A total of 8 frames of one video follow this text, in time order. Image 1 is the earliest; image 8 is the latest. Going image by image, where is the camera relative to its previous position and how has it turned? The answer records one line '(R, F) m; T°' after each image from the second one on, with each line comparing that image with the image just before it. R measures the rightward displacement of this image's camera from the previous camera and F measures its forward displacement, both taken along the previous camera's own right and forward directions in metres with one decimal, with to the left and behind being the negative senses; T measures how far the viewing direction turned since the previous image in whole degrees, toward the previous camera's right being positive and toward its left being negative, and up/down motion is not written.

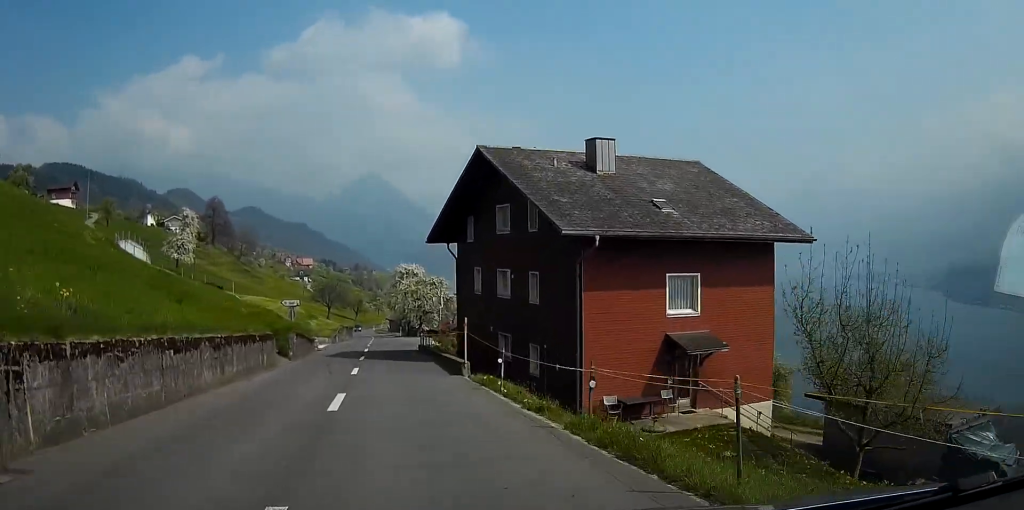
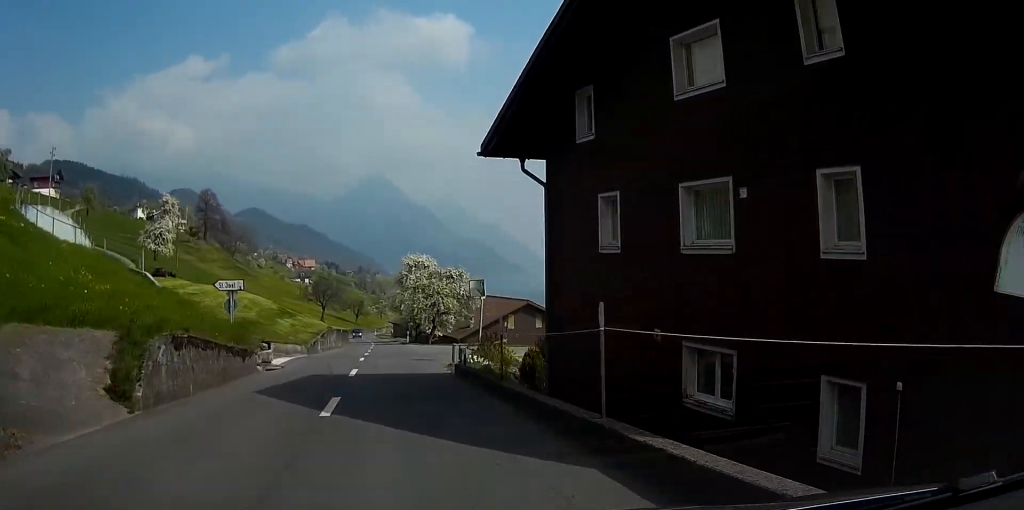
(-0.2, +18.7) m; -1°
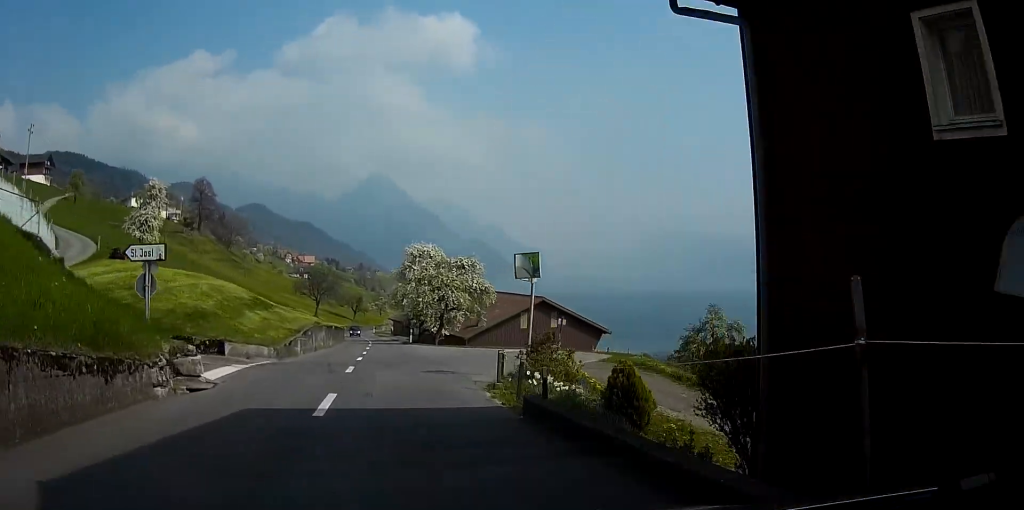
(-0.1, +9.6) m; 0°
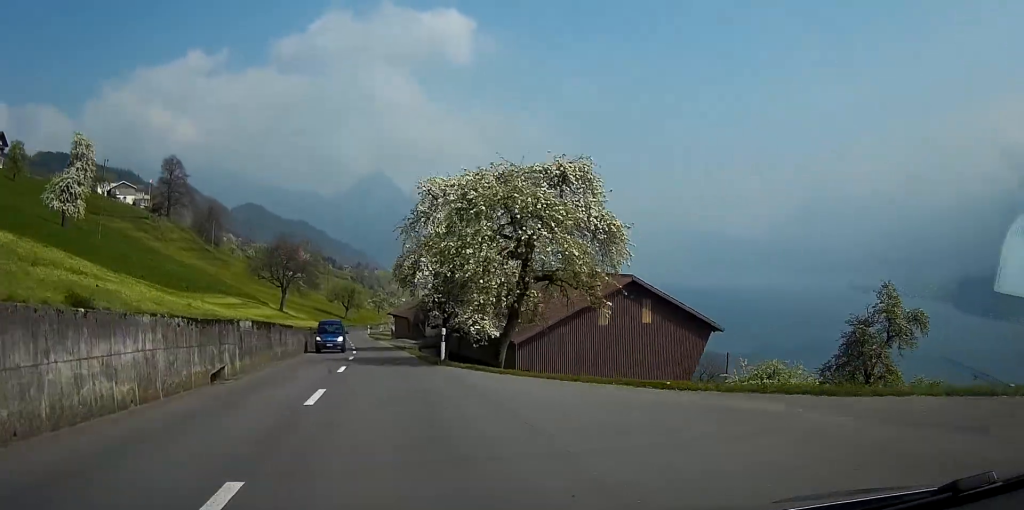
(+0.6, +34.5) m; +2°
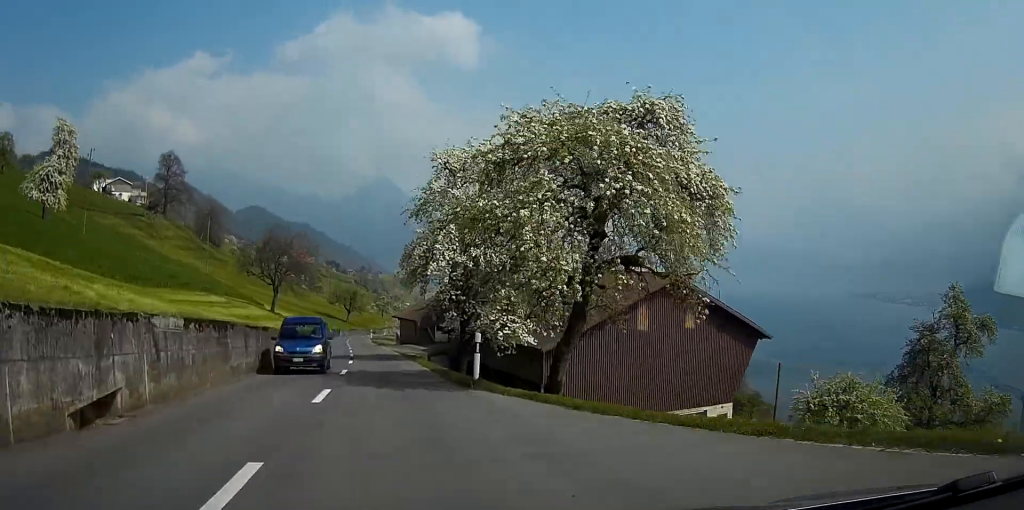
(0.0, +8.0) m; 0°
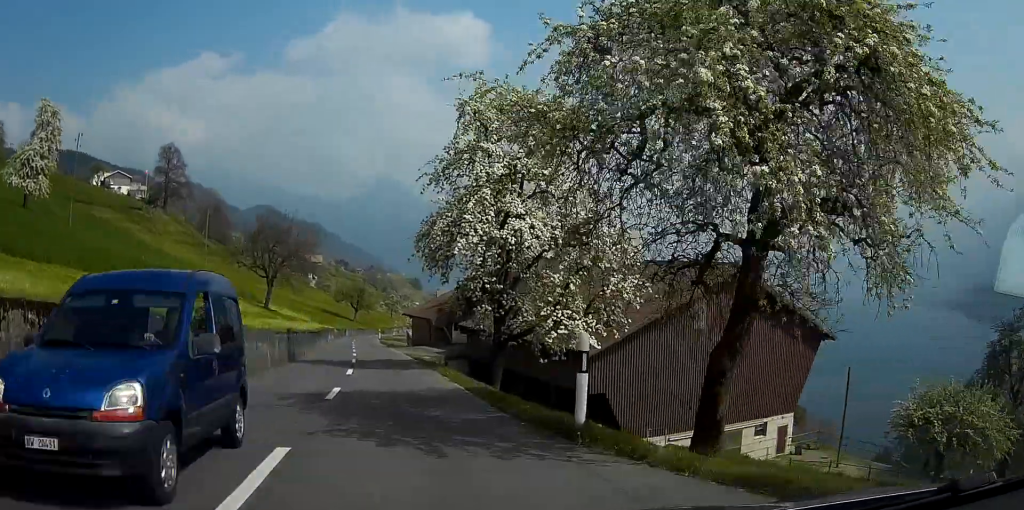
(-0.1, +7.9) m; -1°
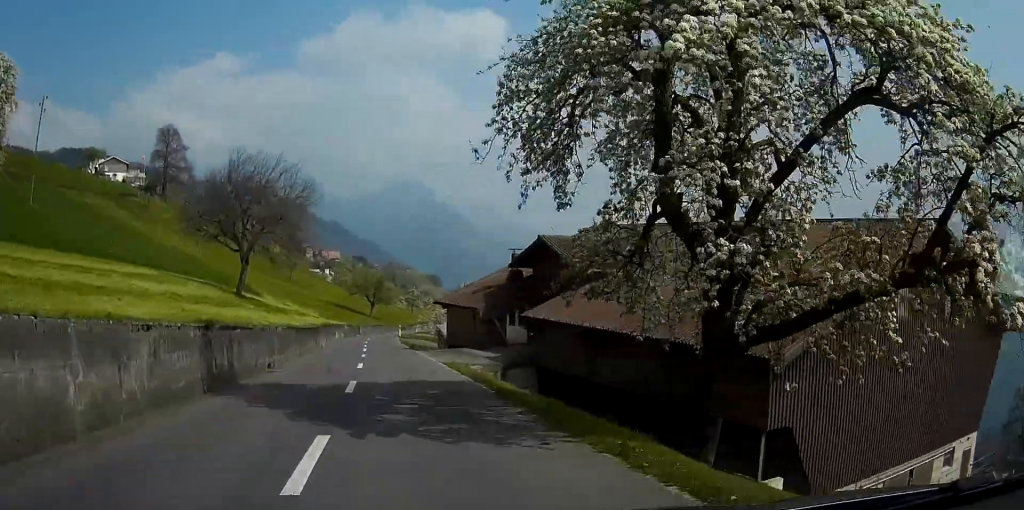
(-0.1, +16.7) m; -2°
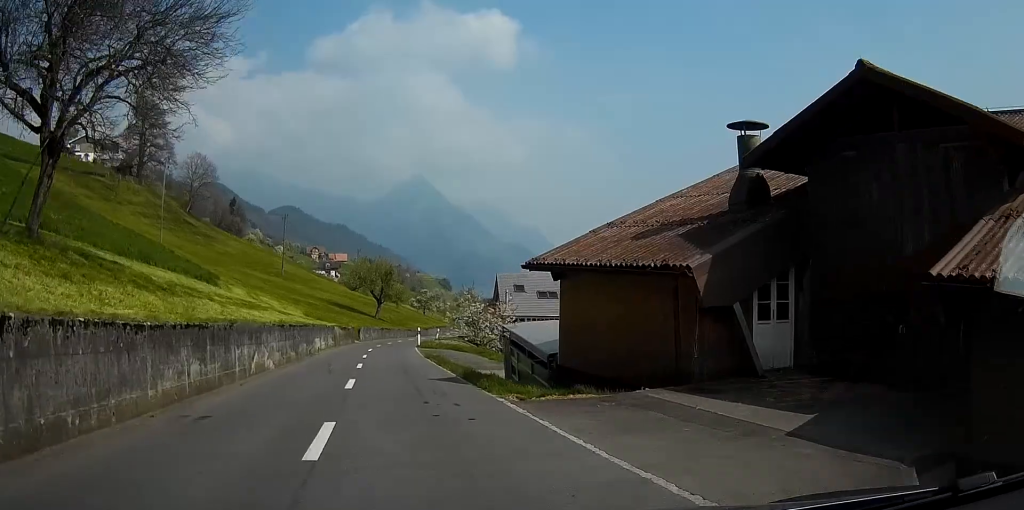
(-0.6, +25.2) m; -2°
